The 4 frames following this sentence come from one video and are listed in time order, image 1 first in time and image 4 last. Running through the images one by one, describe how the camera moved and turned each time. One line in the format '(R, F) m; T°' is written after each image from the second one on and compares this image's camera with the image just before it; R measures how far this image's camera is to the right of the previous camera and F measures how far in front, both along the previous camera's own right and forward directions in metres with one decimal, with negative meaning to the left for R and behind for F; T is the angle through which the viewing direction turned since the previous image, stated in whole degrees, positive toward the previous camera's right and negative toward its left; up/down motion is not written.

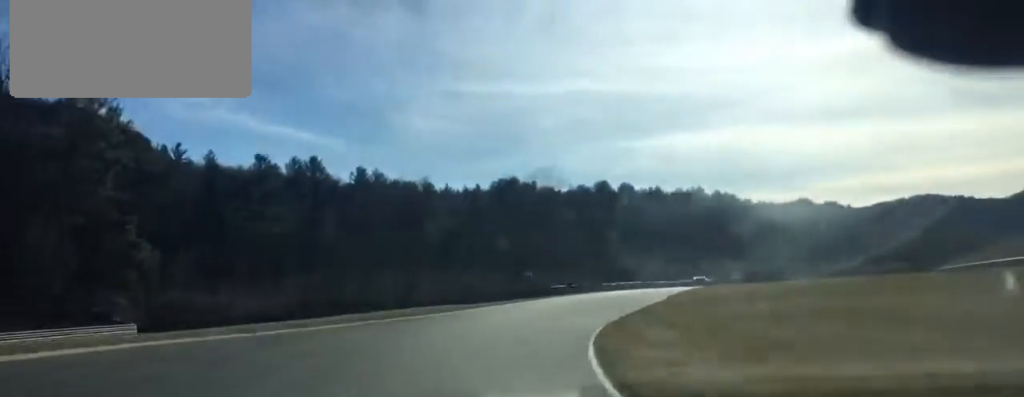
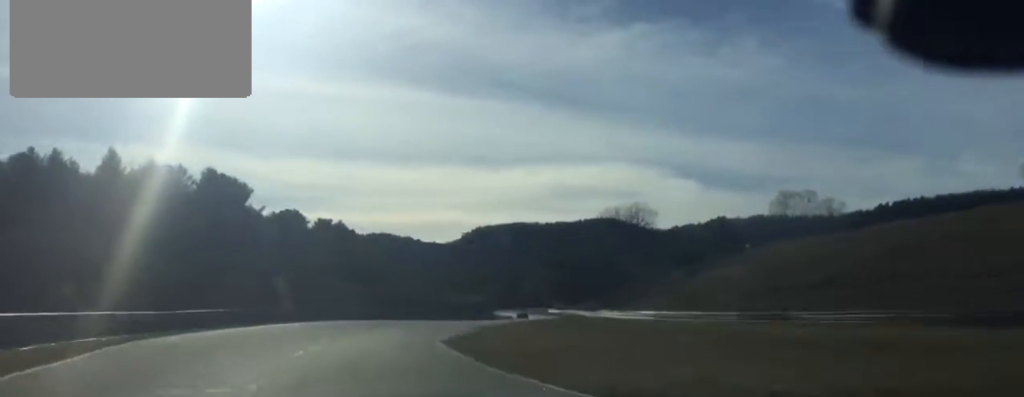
(+30.4, +92.3) m; +32°
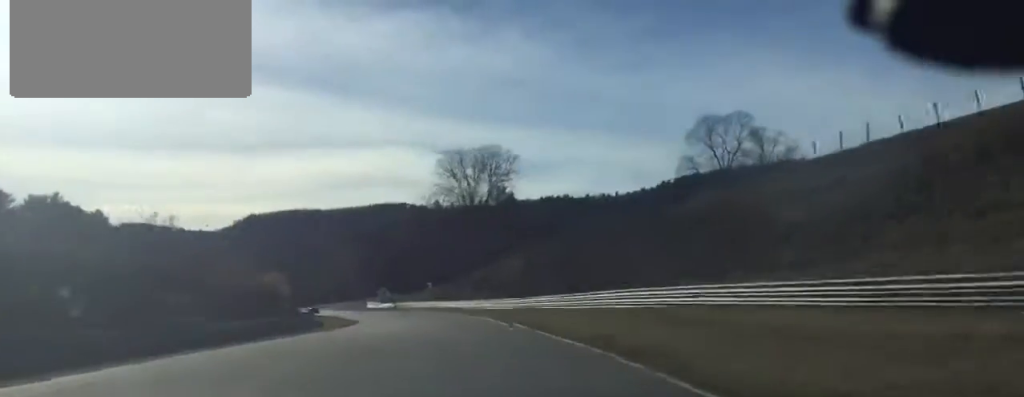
(+9.5, +74.9) m; +12°
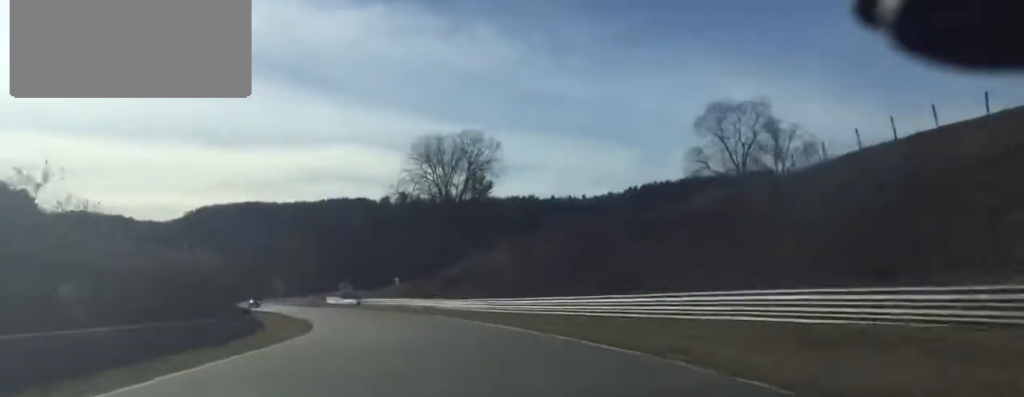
(+0.4, +20.1) m; +1°
